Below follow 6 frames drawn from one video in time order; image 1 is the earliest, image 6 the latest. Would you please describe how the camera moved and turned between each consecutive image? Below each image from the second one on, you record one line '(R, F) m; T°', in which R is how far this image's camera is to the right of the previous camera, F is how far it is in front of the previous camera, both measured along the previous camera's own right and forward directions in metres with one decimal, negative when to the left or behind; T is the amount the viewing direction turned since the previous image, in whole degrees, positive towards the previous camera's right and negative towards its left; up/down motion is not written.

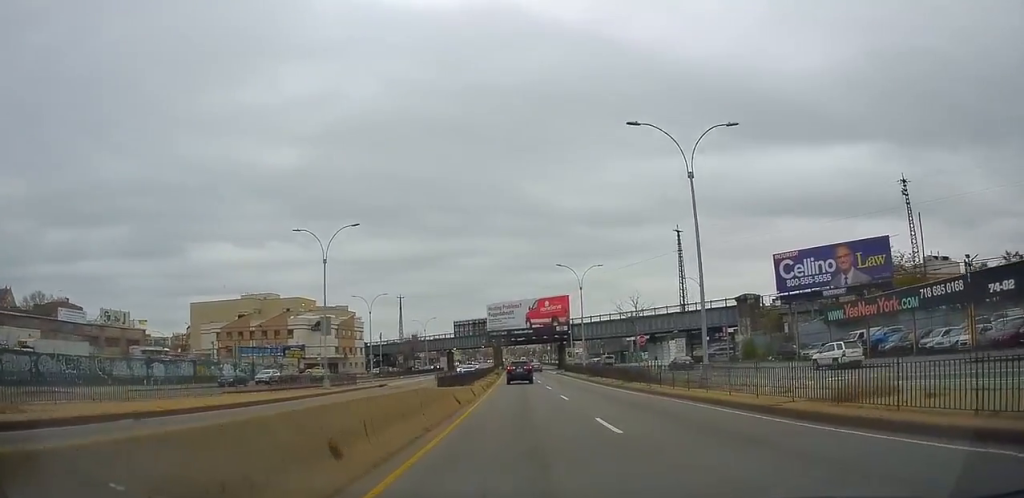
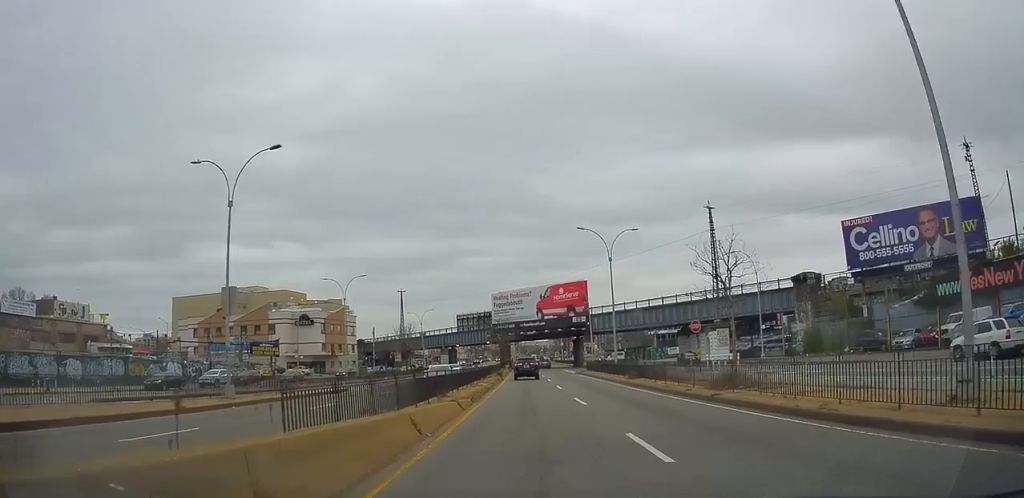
(-0.4, +14.3) m; 0°
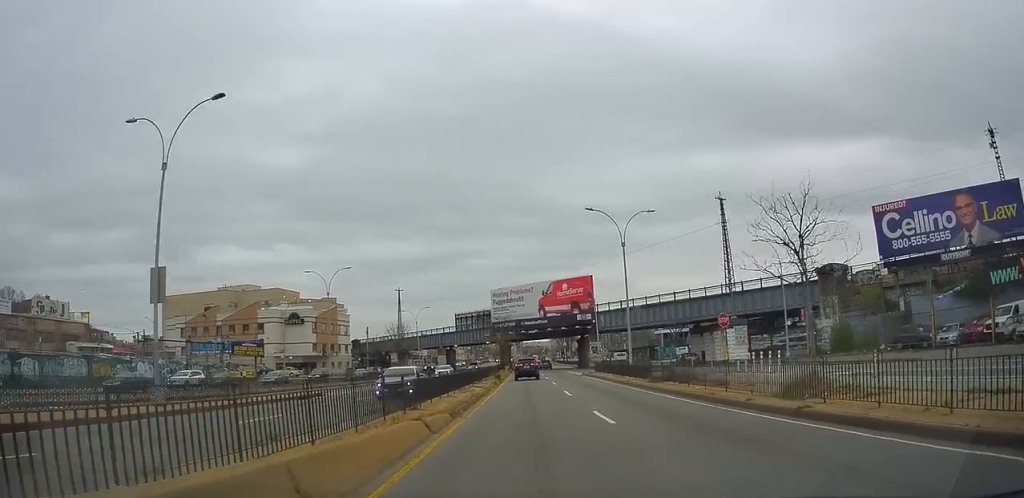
(+0.2, +5.5) m; 0°
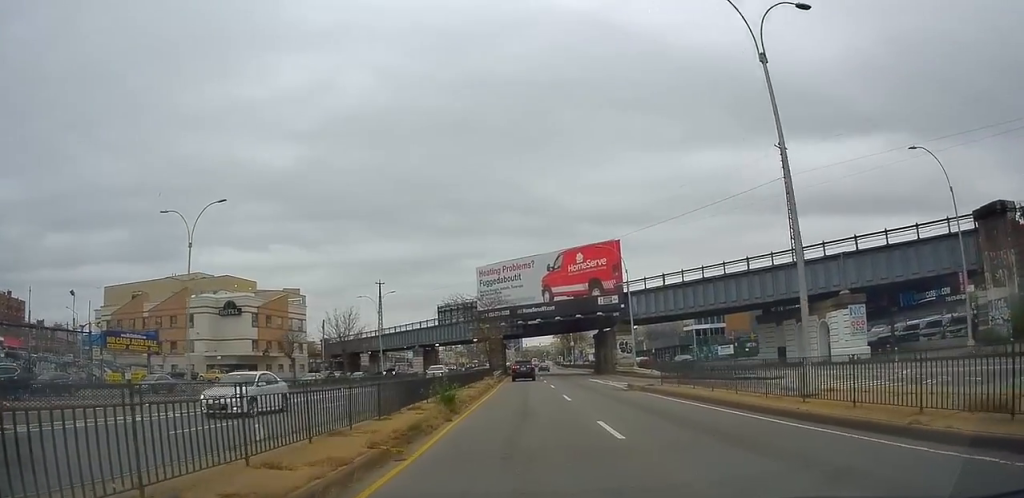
(+0.1, +23.8) m; 0°
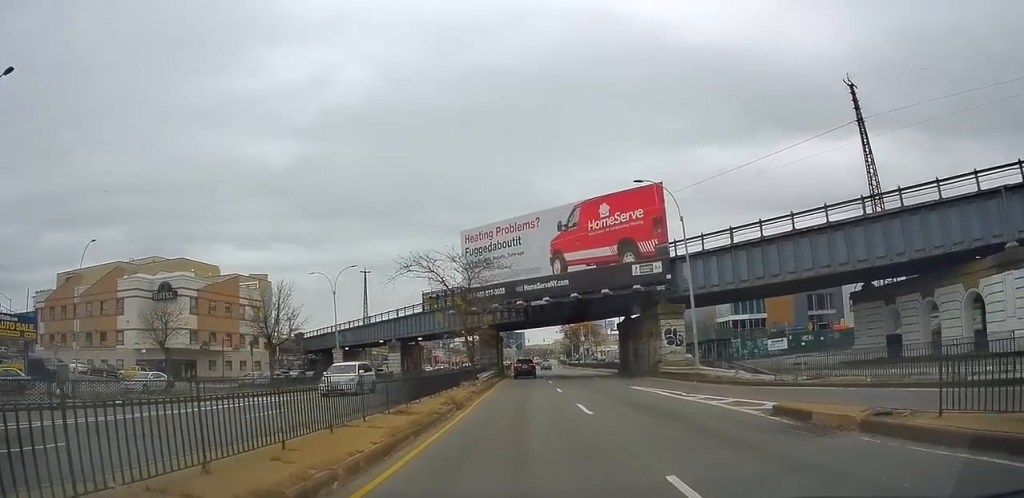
(-0.3, +17.1) m; 0°
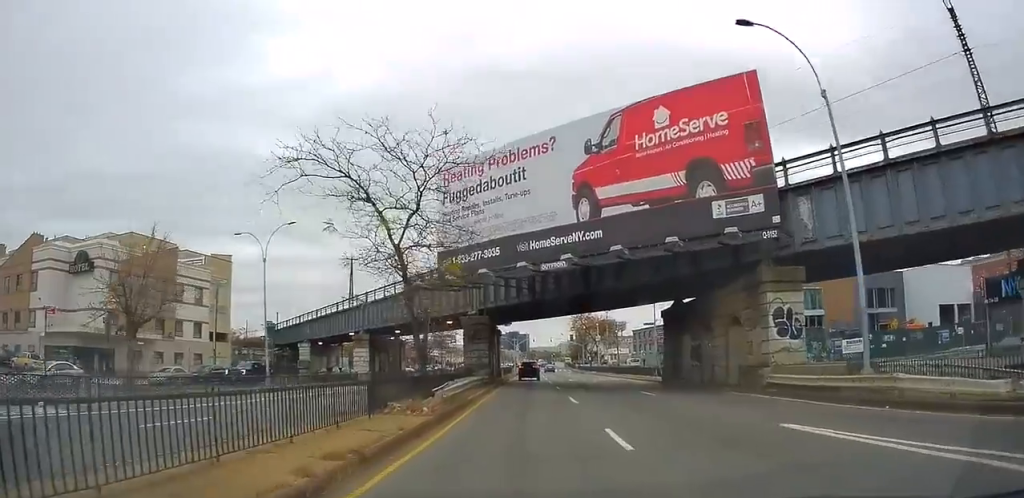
(+0.2, +16.0) m; -1°
